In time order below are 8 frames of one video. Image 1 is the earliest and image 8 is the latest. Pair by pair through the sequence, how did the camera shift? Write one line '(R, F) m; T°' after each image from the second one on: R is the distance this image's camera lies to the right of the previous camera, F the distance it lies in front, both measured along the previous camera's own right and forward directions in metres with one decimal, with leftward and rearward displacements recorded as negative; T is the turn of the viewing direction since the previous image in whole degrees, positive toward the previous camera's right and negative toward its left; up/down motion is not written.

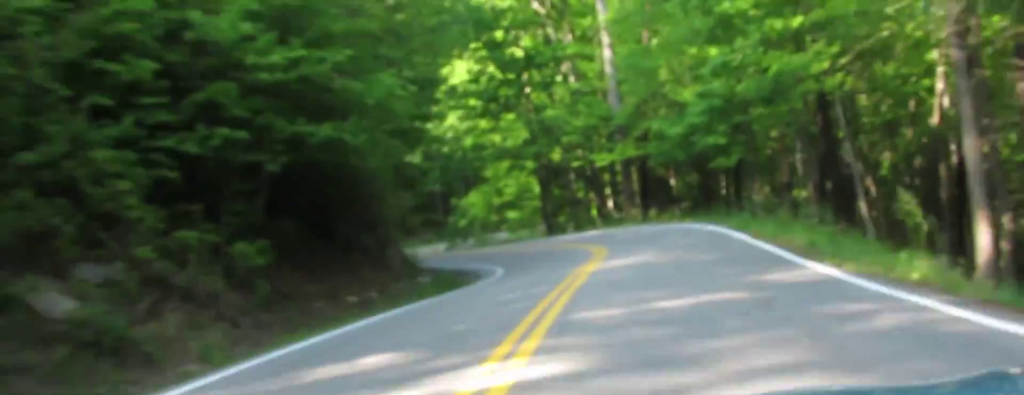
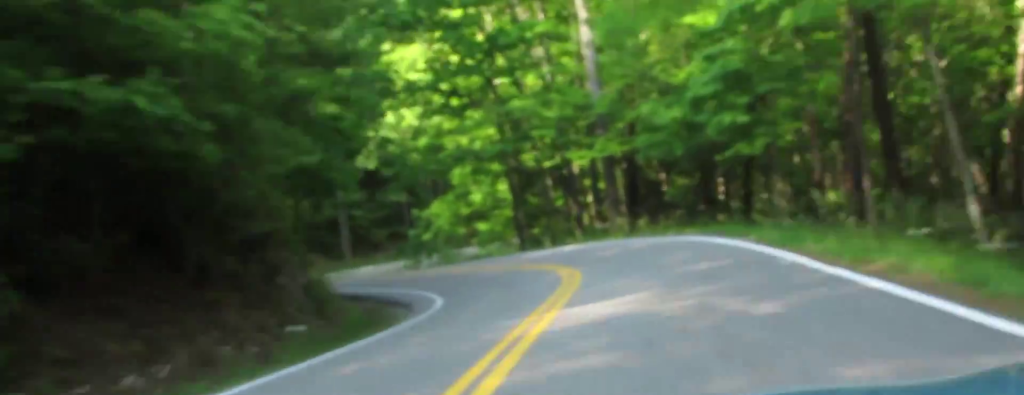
(-0.4, +6.9) m; -2°
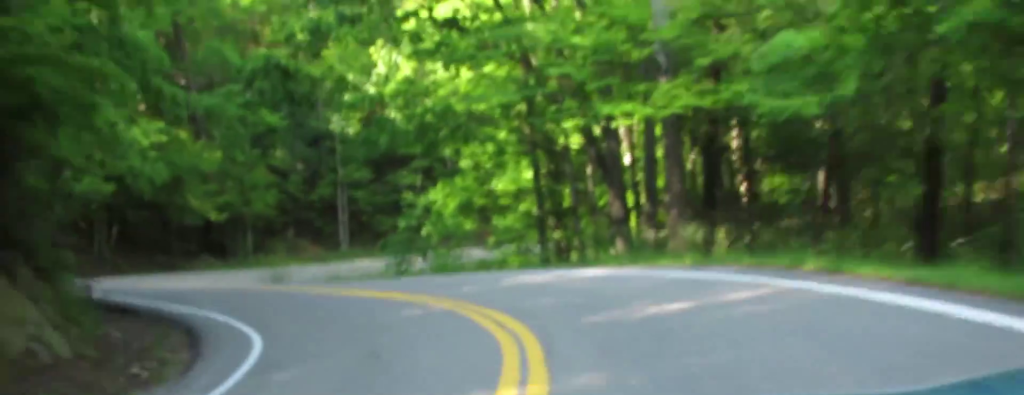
(-0.4, +13.6) m; -5°
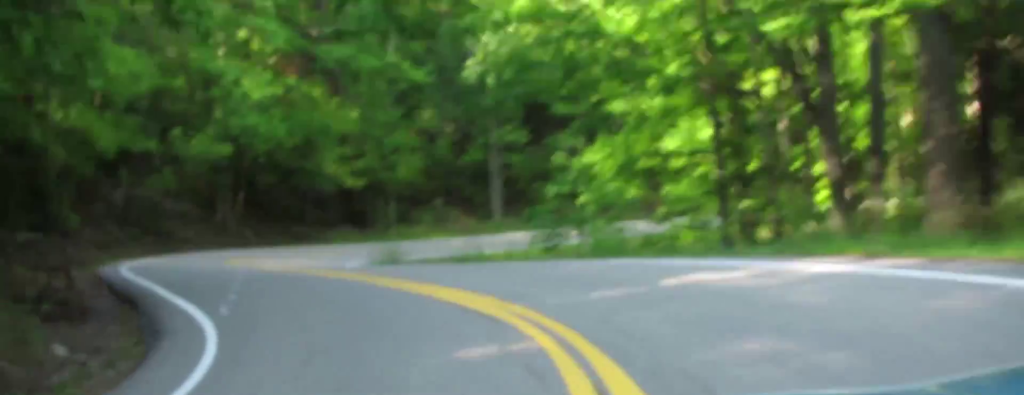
(+0.3, +7.6) m; -3°
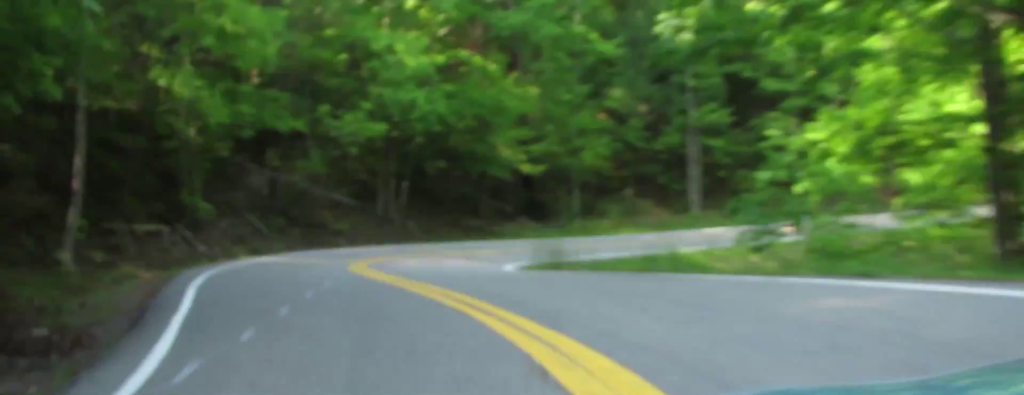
(-0.6, +6.8) m; +3°
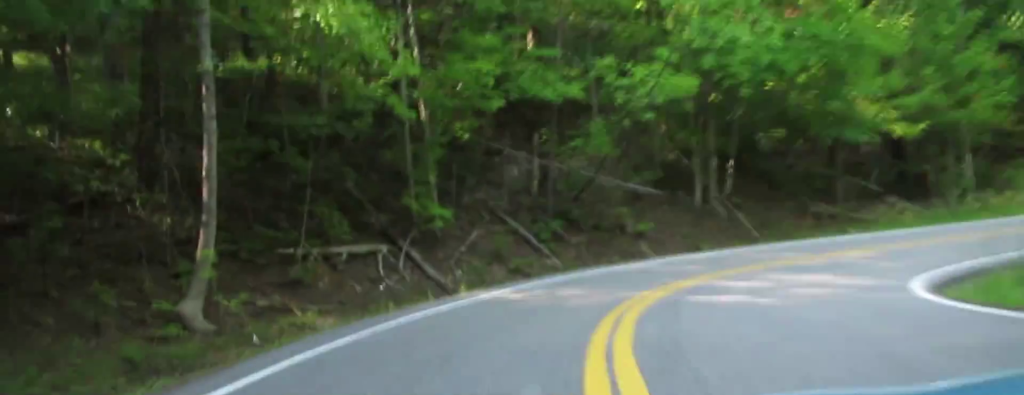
(-0.5, +12.9) m; +7°
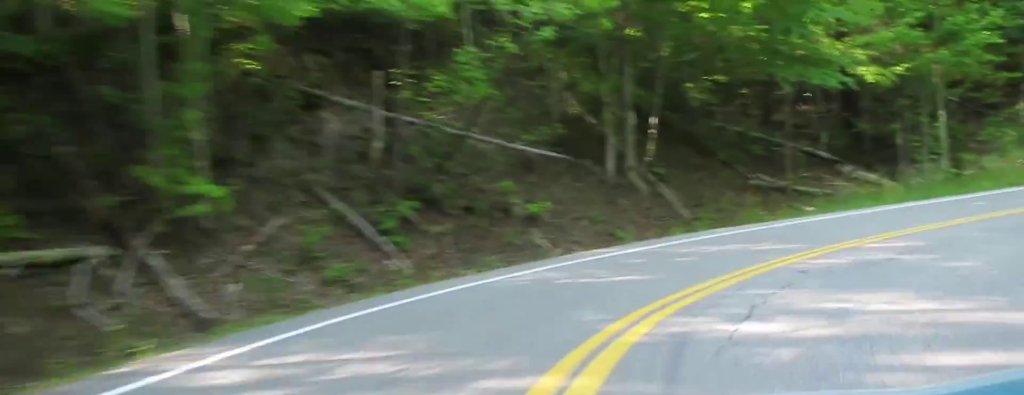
(+1.9, +11.0) m; +10°
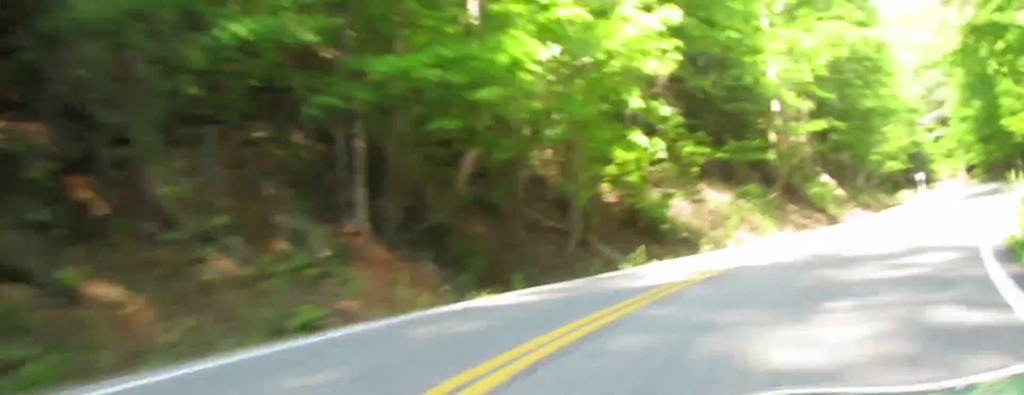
(+7.1, +30.2) m; +36°
